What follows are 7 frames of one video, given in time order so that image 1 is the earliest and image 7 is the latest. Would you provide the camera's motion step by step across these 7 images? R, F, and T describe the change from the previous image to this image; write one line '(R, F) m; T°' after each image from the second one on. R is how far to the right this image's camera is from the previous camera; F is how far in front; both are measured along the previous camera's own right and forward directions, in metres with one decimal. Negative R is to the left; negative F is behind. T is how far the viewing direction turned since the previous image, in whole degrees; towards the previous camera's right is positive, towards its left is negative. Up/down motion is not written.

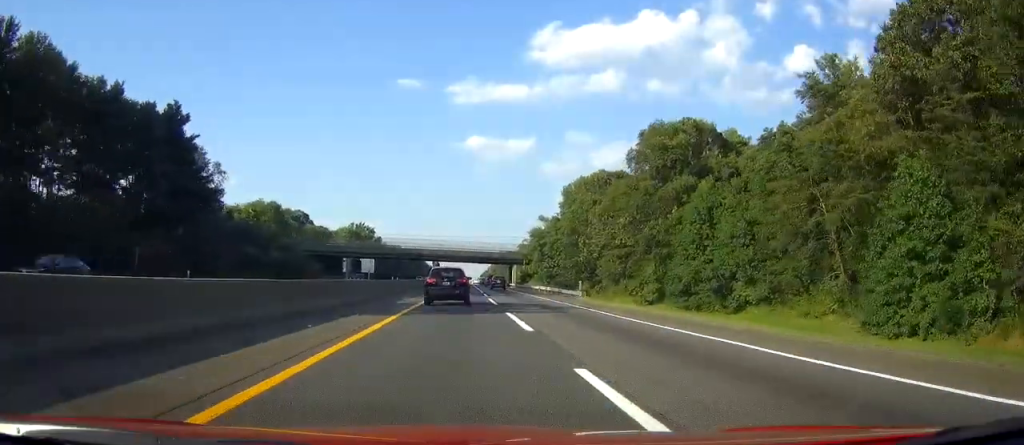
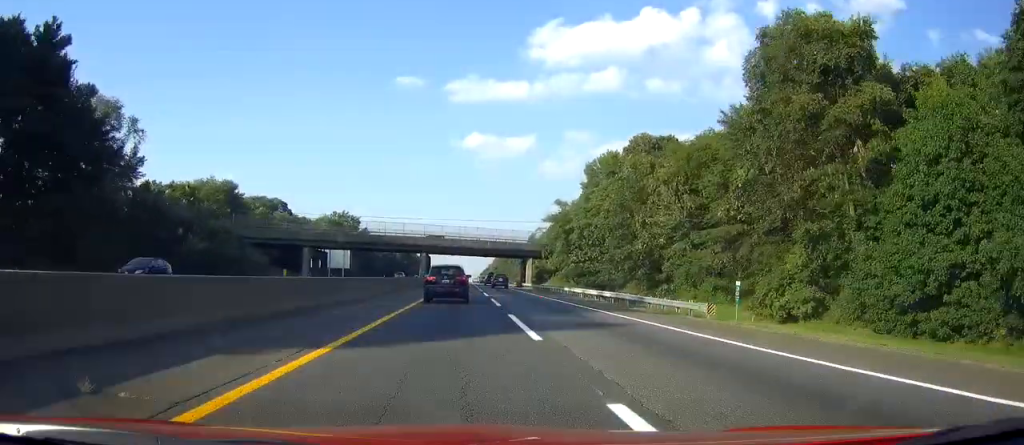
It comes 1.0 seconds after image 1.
(0.0, +33.4) m; 0°
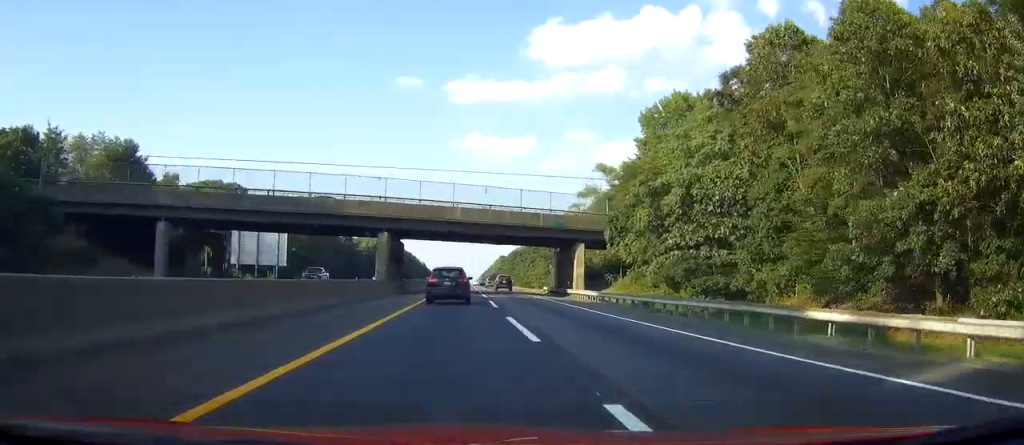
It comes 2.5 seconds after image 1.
(+0.1, +46.1) m; 0°
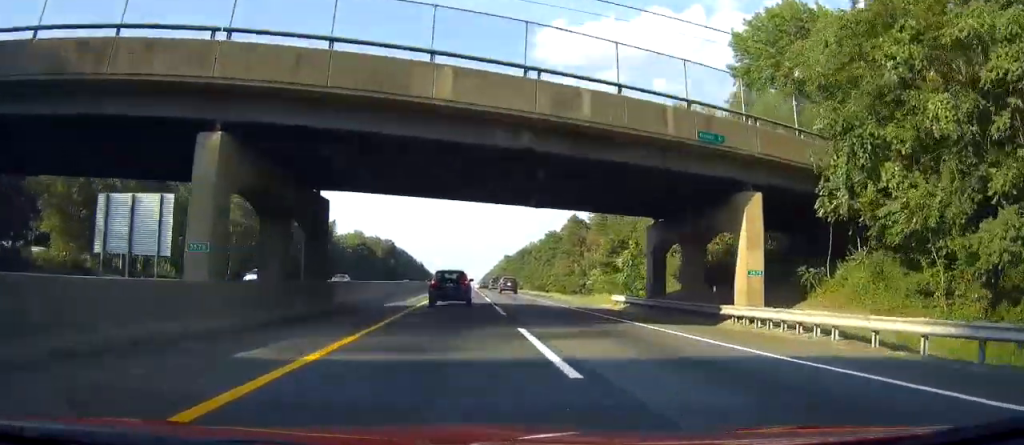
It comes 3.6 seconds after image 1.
(-0.1, +35.2) m; 0°
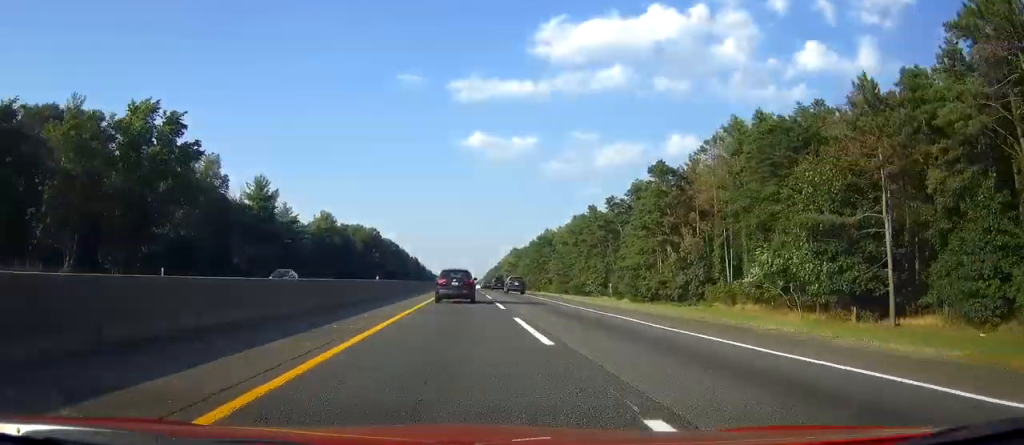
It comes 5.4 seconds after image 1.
(-0.1, +57.6) m; 0°
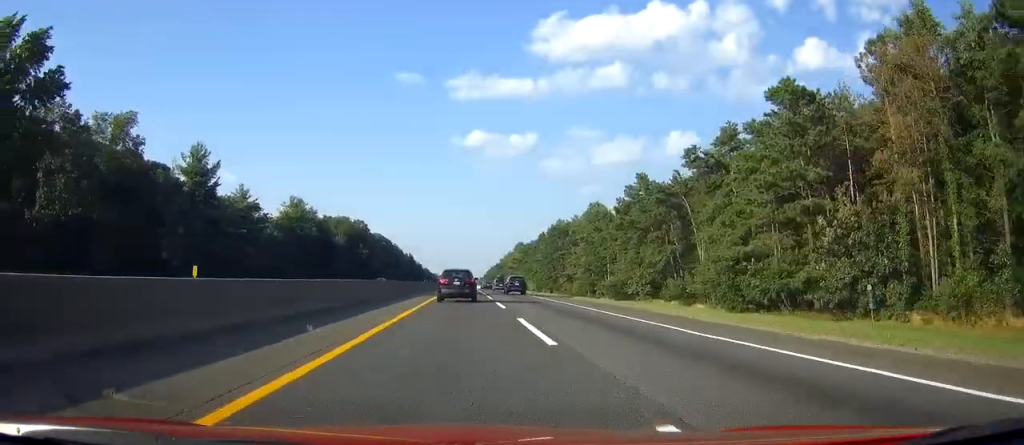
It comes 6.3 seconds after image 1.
(+0.2, +31.2) m; 0°
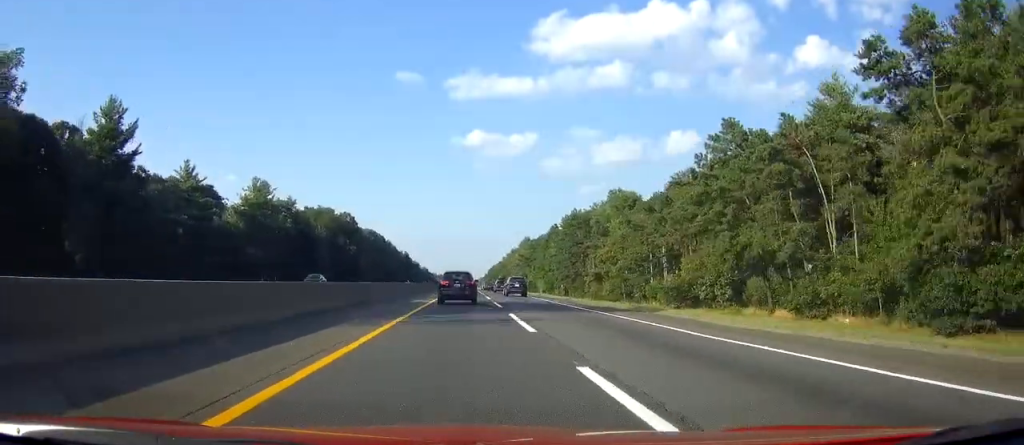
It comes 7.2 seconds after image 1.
(0.0, +27.1) m; 0°
